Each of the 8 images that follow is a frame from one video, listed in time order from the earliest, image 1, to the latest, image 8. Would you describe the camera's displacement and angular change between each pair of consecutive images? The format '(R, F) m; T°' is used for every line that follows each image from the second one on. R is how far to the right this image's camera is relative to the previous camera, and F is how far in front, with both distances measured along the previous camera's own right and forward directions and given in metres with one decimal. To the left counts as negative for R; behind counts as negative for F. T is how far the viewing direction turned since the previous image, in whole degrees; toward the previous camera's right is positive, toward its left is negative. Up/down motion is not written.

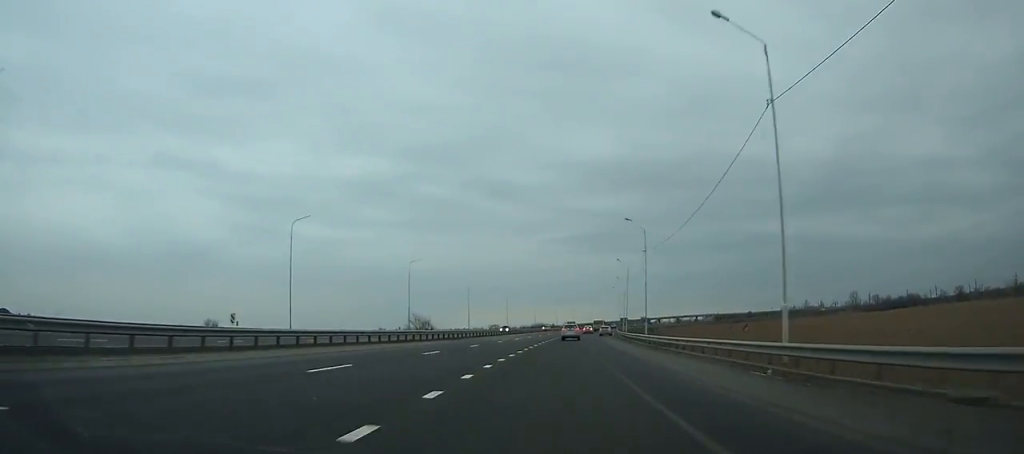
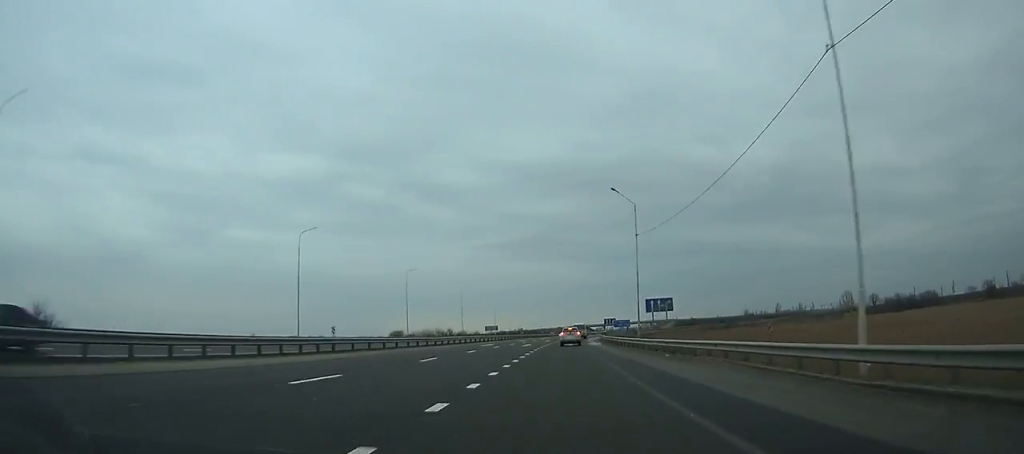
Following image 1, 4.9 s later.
(+5.6, +106.1) m; +6°
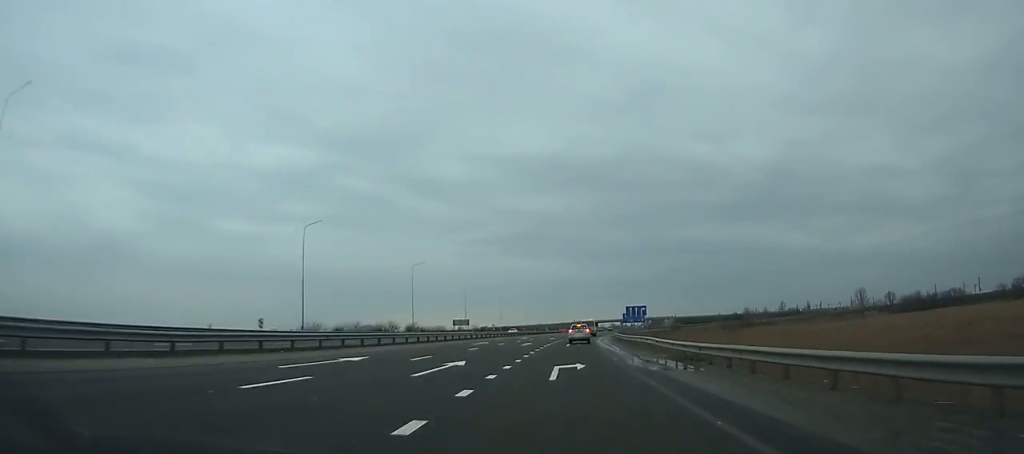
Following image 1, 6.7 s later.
(+0.7, +36.8) m; +2°
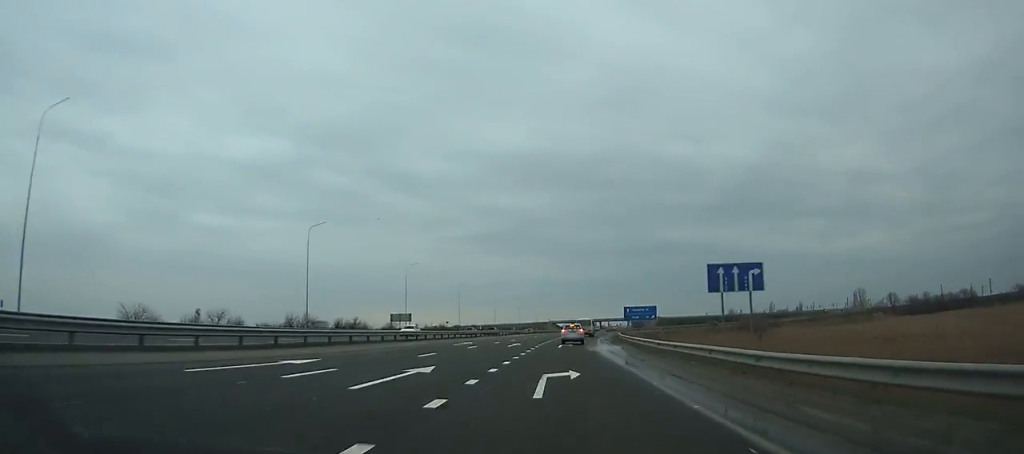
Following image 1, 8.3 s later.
(+0.5, +31.6) m; +2°
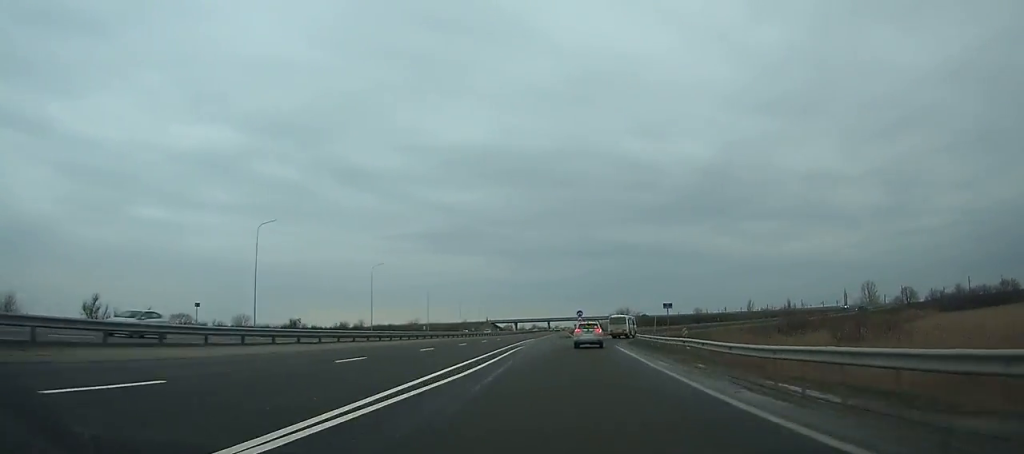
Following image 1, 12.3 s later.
(+4.0, +73.9) m; +9°
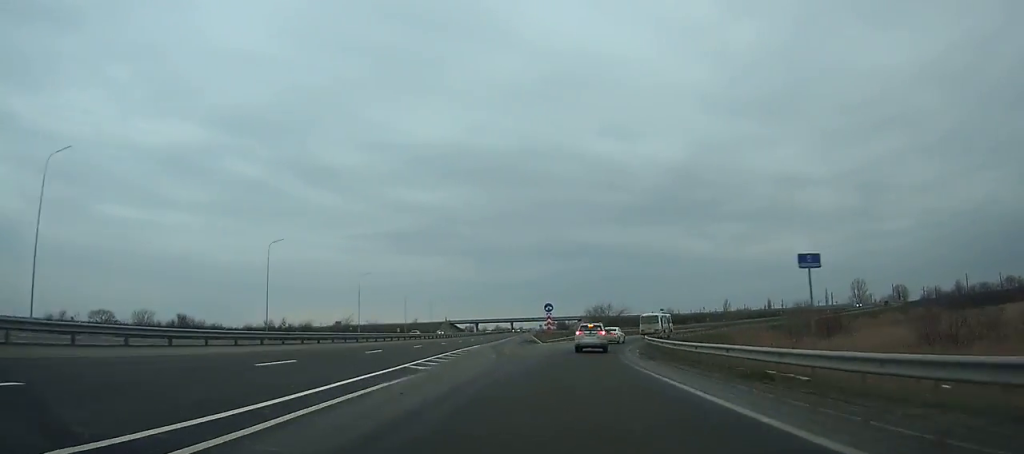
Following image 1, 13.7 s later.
(-0.2, +24.6) m; +5°
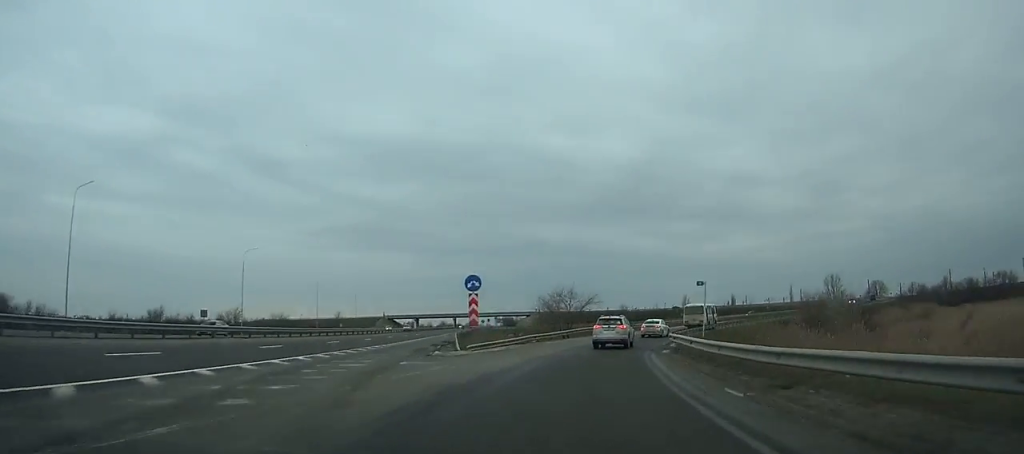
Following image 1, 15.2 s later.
(+2.2, +24.8) m; +8°
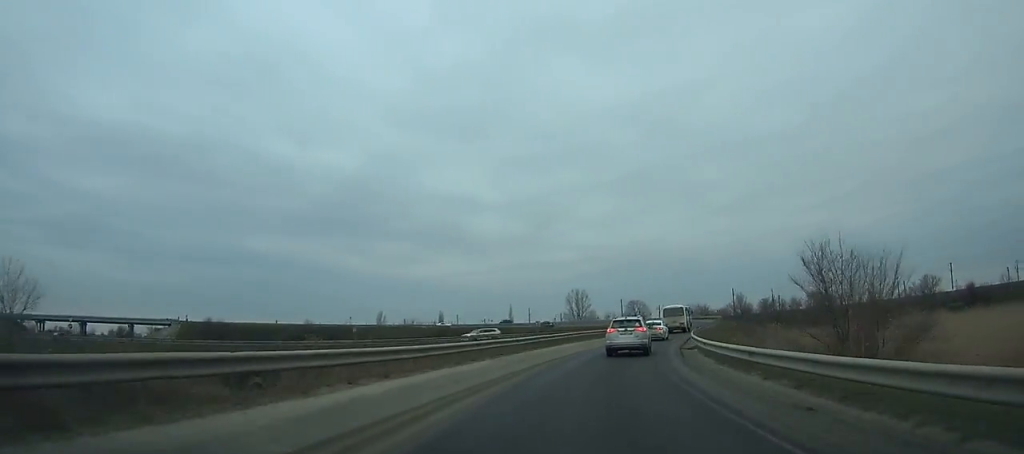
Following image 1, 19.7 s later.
(+14.9, +68.7) m; +26°
